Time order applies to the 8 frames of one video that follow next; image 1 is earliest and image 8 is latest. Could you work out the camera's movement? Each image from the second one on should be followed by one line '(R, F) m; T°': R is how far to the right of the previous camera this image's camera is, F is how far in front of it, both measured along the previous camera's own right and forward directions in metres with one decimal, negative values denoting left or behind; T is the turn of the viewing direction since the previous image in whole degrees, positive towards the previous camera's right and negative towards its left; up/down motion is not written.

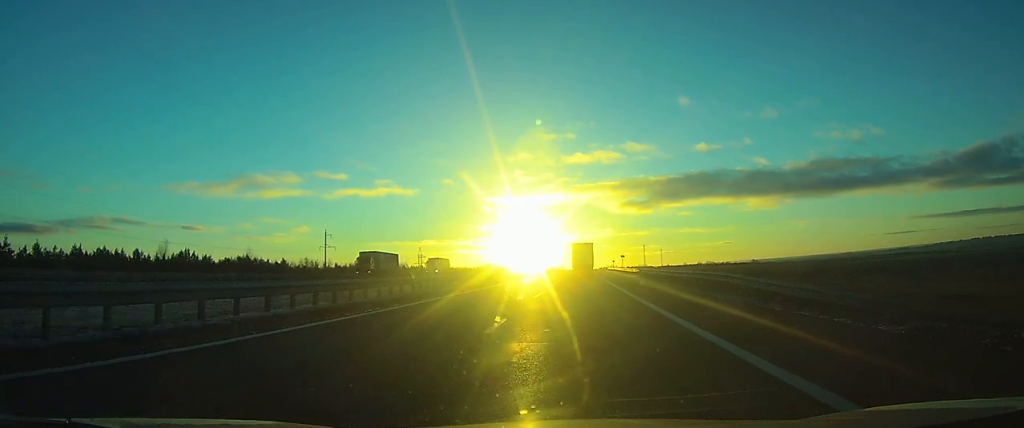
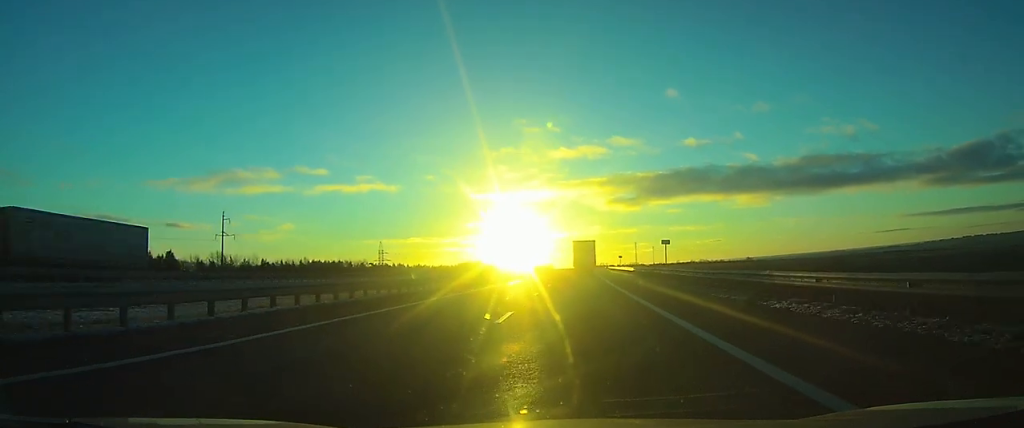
(+0.7, +55.4) m; +1°
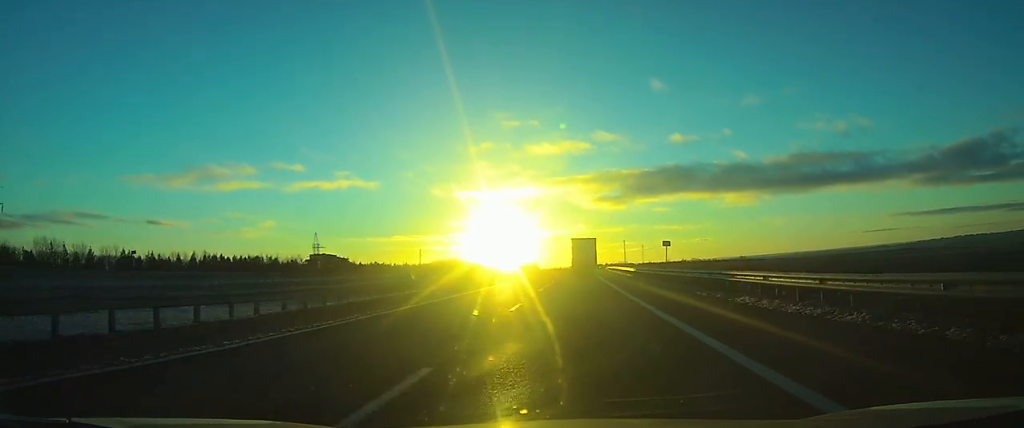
(+0.9, +67.2) m; +1°
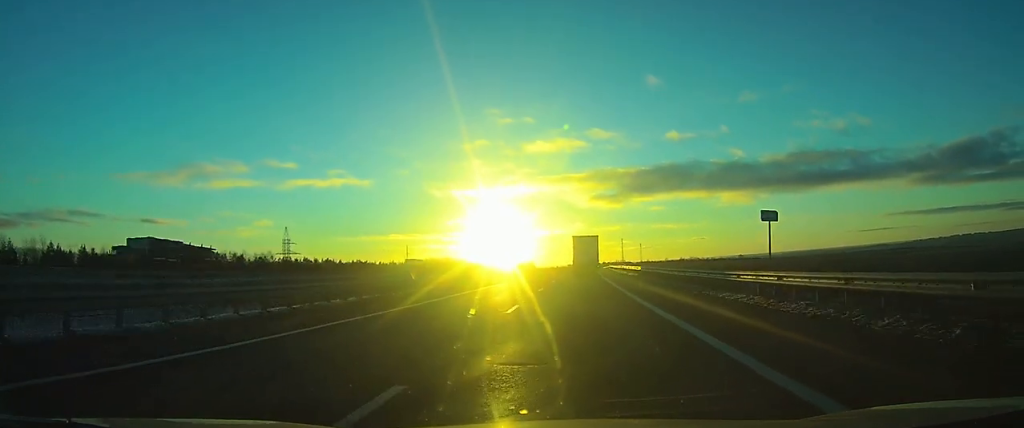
(0.0, +25.7) m; 0°
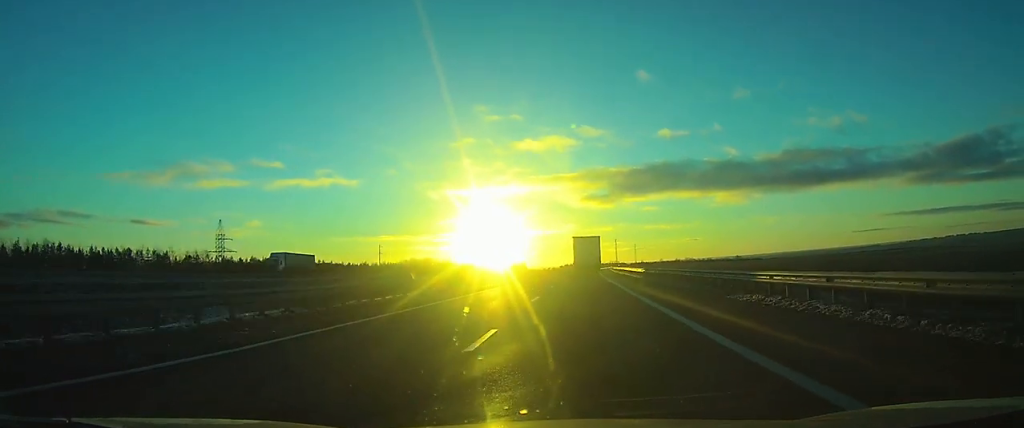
(+0.2, +43.8) m; 0°
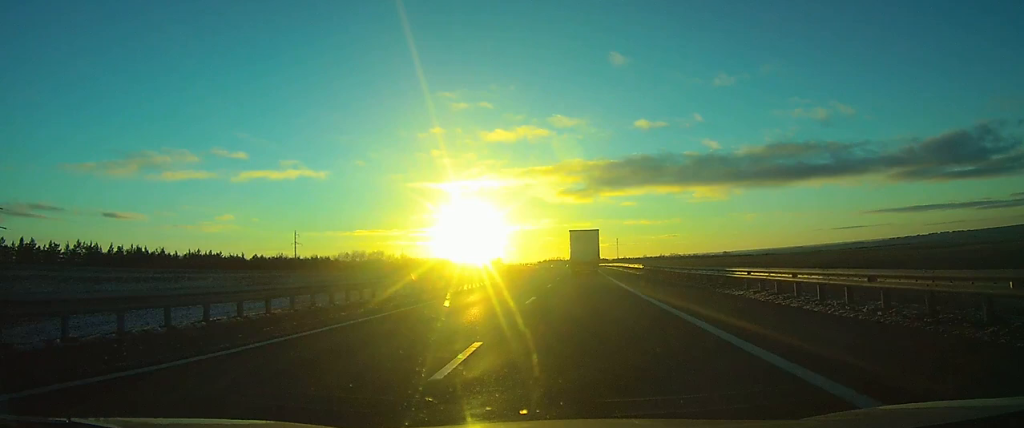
(+1.2, +85.3) m; +2°
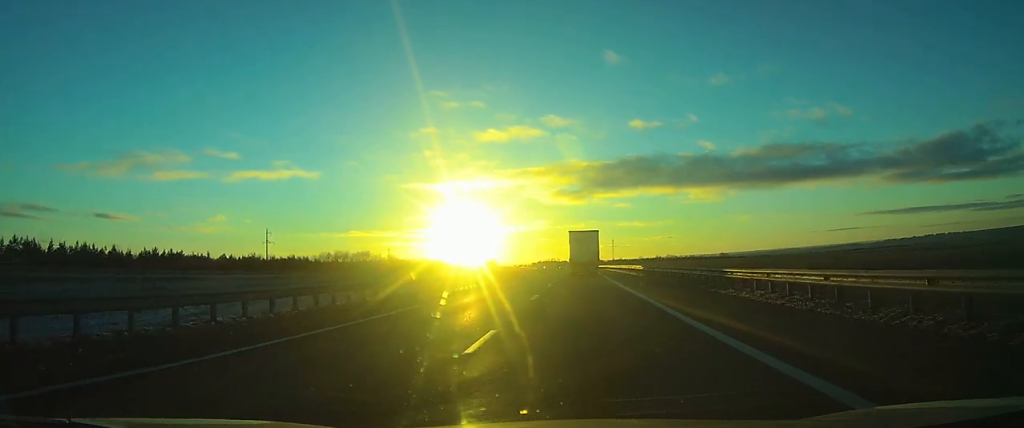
(0.0, +21.4) m; +1°
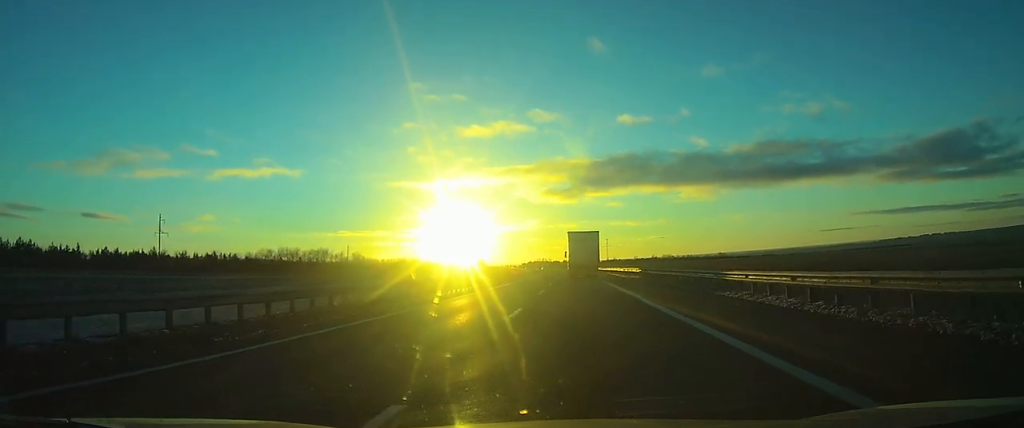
(+0.7, +64.4) m; 0°
